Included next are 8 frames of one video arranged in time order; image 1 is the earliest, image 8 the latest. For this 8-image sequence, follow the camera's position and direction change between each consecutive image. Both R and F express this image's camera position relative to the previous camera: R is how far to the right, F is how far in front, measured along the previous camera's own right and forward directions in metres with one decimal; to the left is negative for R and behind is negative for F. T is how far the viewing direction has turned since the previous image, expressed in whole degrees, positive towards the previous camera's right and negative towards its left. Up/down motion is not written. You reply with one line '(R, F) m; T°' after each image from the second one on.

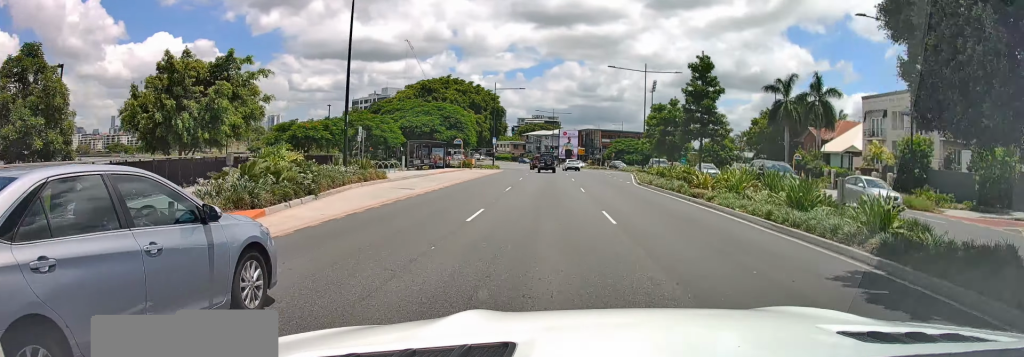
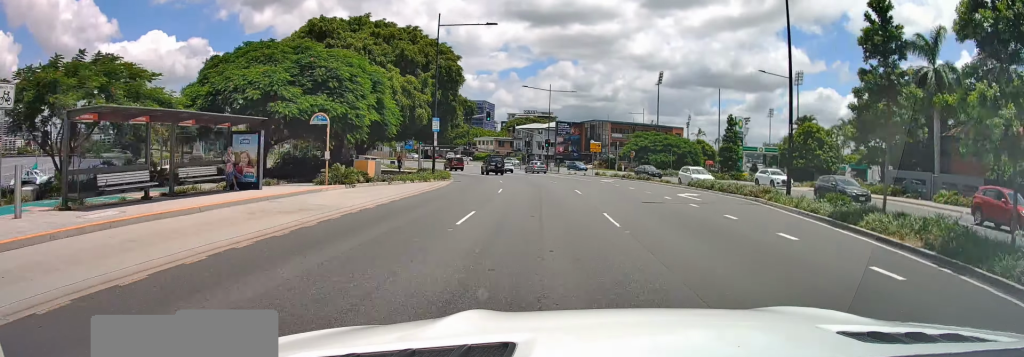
(+0.4, +36.1) m; 0°
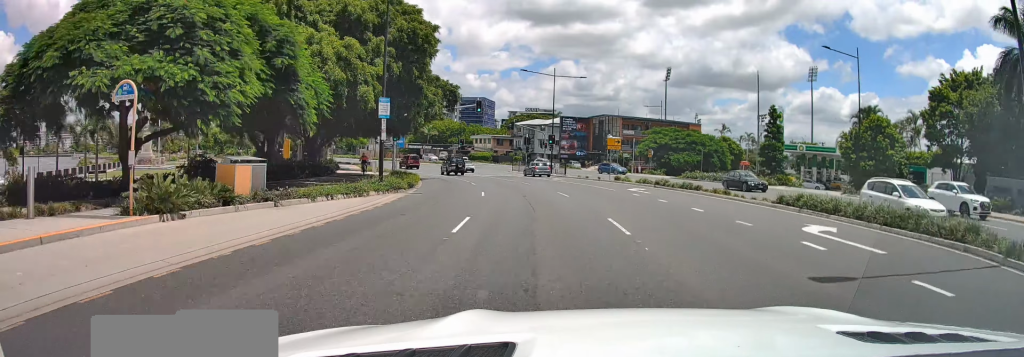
(-0.1, +12.9) m; -2°
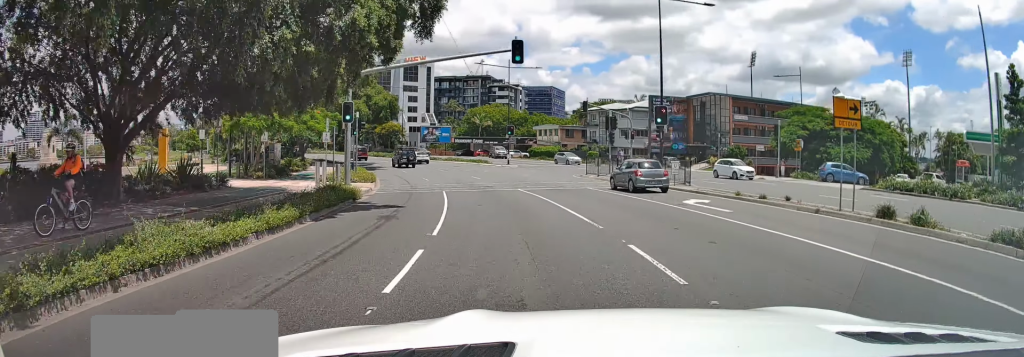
(-1.0, +28.0) m; -7°
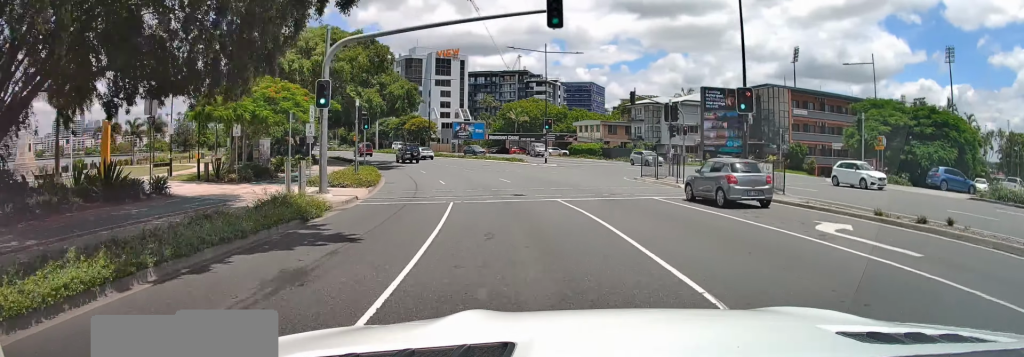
(+0.1, +7.6) m; -4°
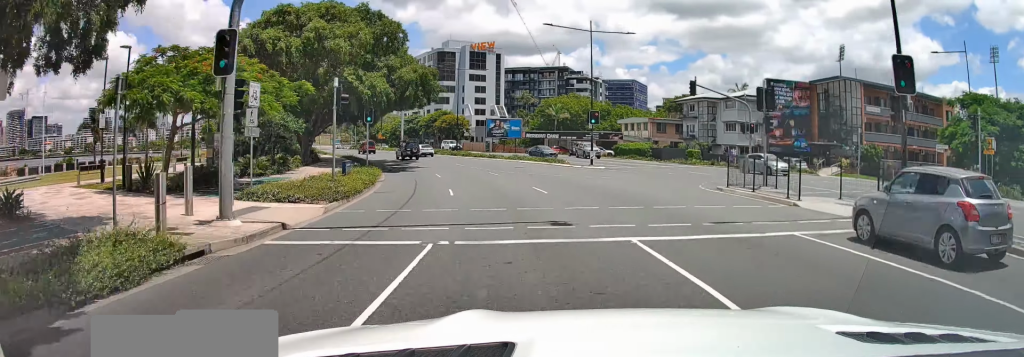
(-0.8, +8.8) m; -5°
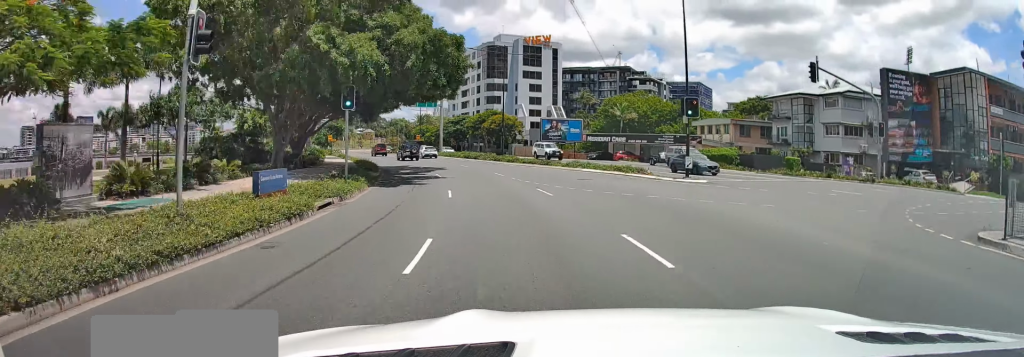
(-0.8, +13.4) m; -6°
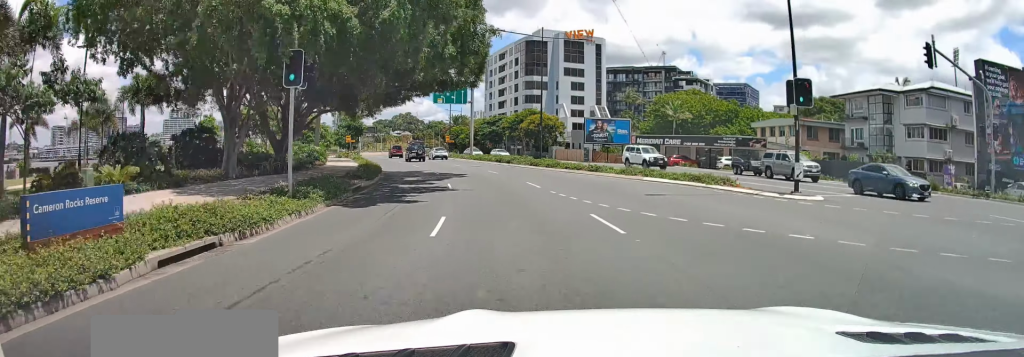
(-0.1, +9.0) m; -3°
